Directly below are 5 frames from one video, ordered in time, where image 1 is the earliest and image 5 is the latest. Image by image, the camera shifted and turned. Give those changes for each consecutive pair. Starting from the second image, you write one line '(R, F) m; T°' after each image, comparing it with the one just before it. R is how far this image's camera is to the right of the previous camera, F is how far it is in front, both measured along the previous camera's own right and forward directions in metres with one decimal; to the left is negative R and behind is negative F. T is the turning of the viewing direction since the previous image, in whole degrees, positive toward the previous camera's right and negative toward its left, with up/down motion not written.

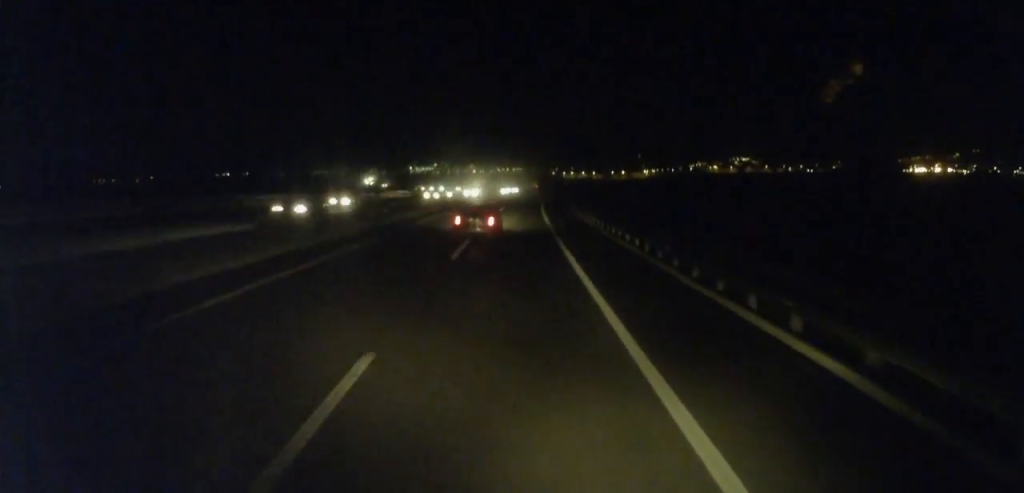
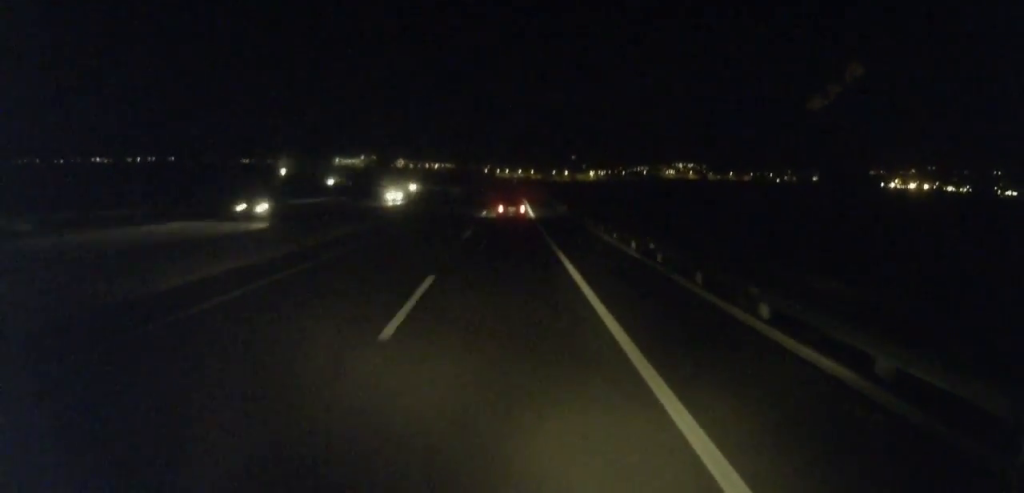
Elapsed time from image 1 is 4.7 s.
(+5.8, +110.6) m; +4°
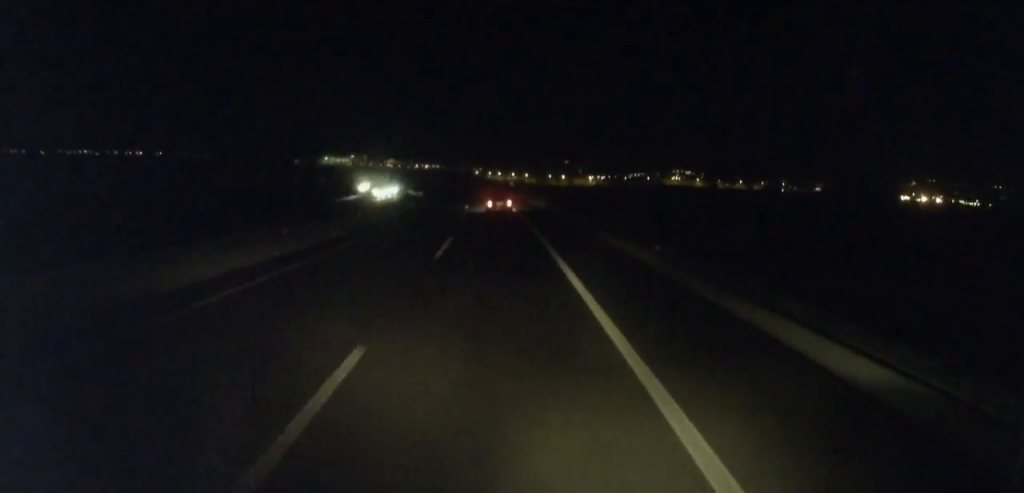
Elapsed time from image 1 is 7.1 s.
(+0.4, +57.4) m; -1°
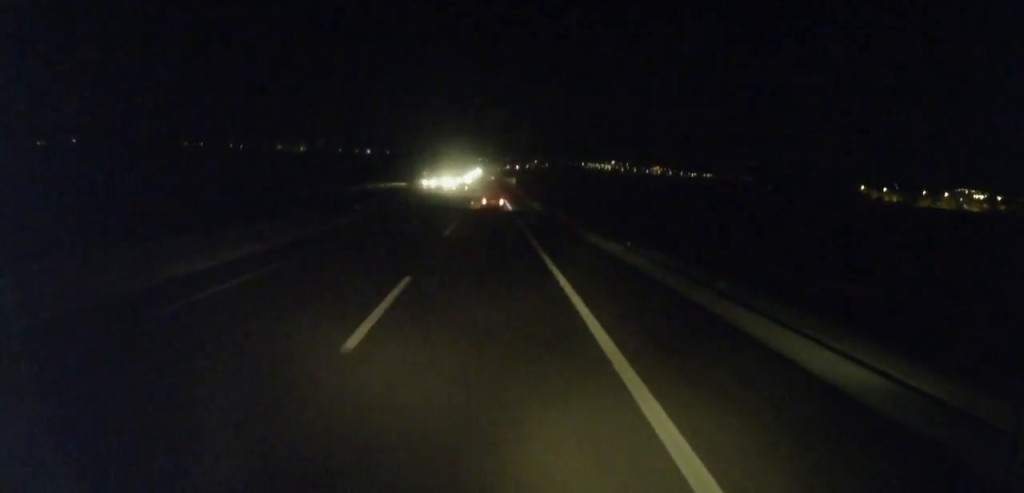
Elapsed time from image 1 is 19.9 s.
(-56.2, +304.8) m; -21°
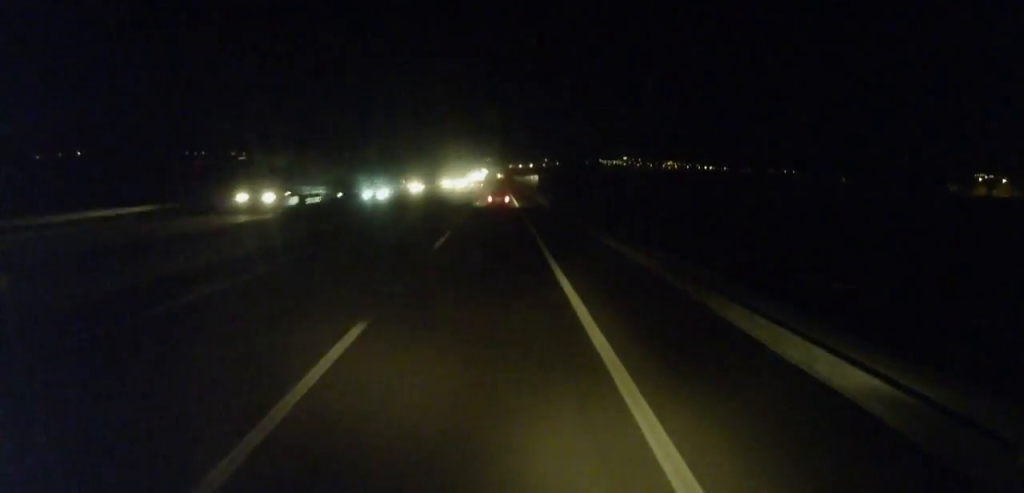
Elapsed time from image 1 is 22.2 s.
(-1.4, +56.0) m; -2°
